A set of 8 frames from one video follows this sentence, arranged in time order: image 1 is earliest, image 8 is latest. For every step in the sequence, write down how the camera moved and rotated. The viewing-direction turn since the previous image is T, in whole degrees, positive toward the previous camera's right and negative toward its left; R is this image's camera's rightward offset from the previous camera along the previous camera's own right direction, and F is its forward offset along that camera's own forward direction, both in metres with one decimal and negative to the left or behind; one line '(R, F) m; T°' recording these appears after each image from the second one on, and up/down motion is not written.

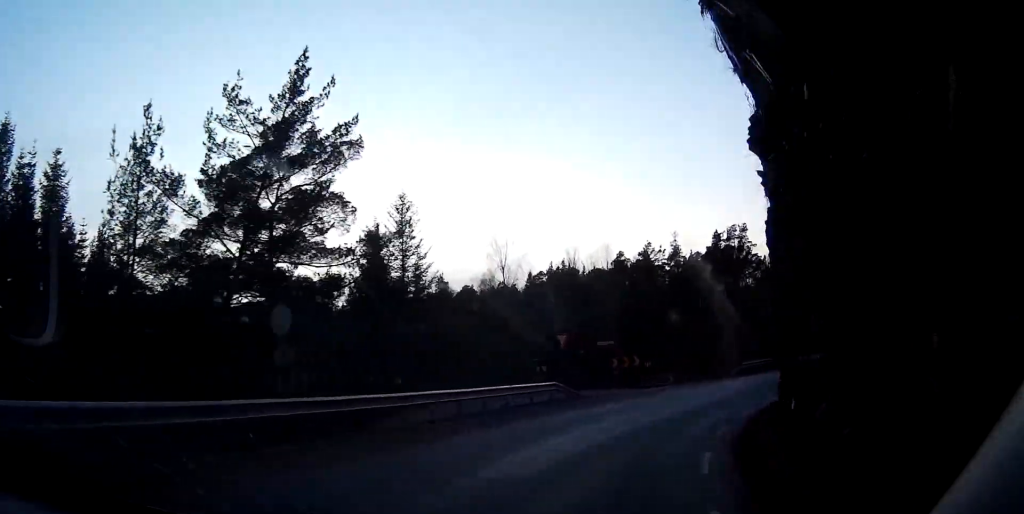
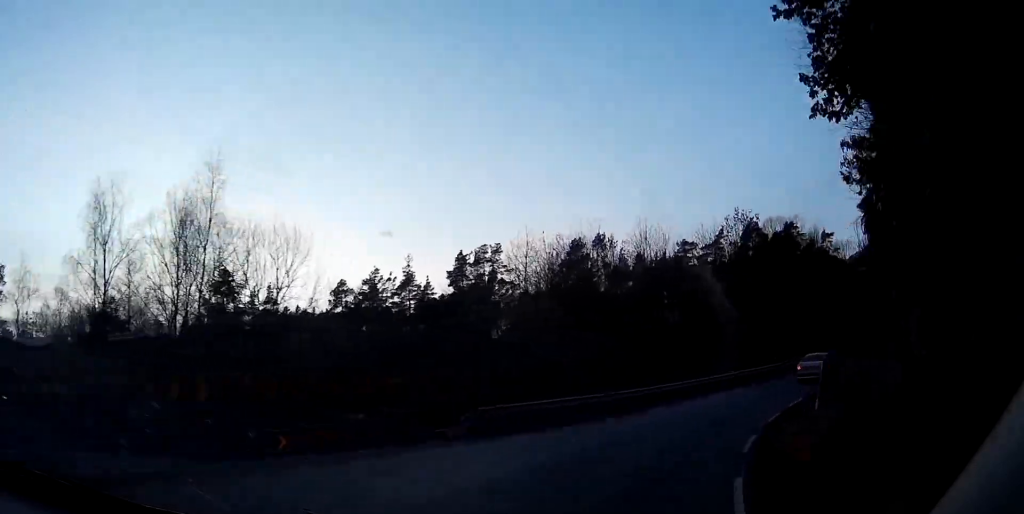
(+3.2, +25.9) m; +17°
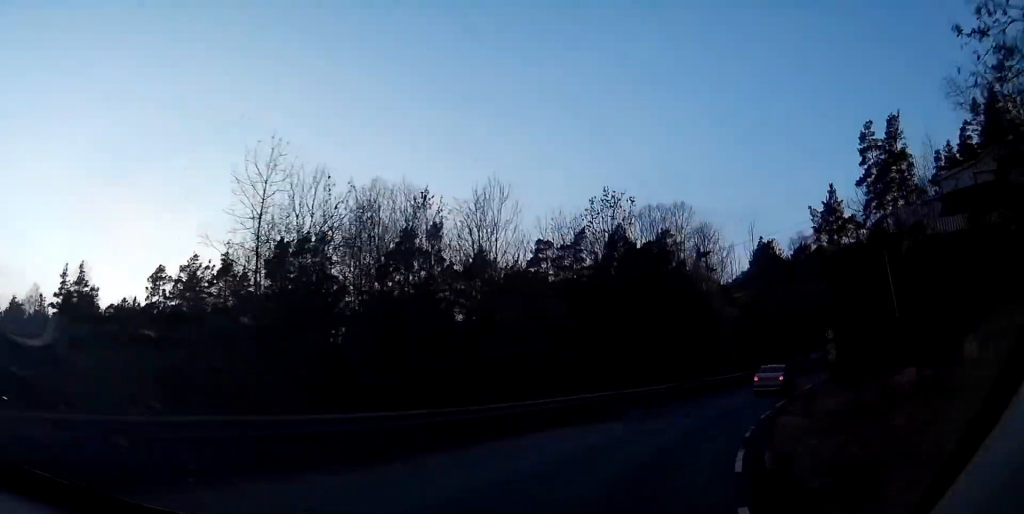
(+1.0, +12.9) m; +8°
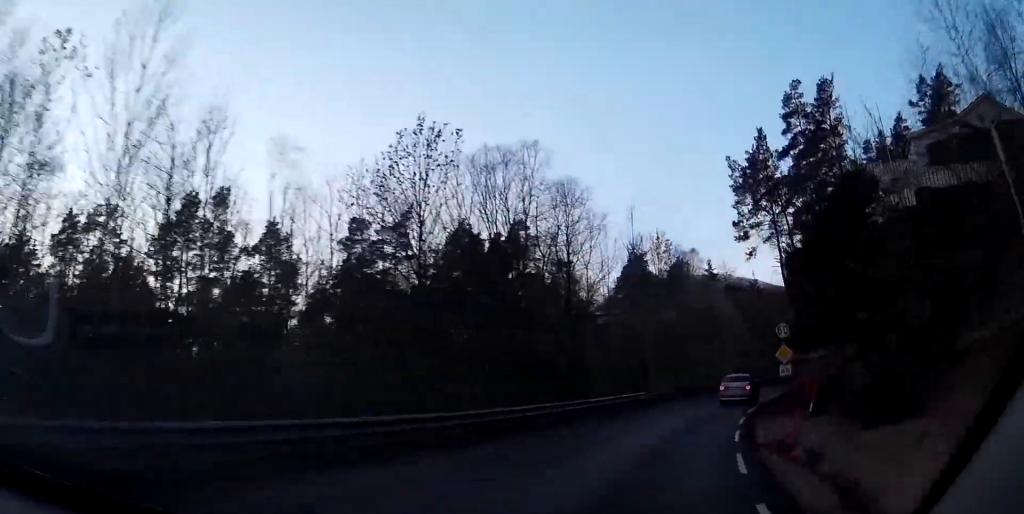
(+1.3, +15.8) m; +9°
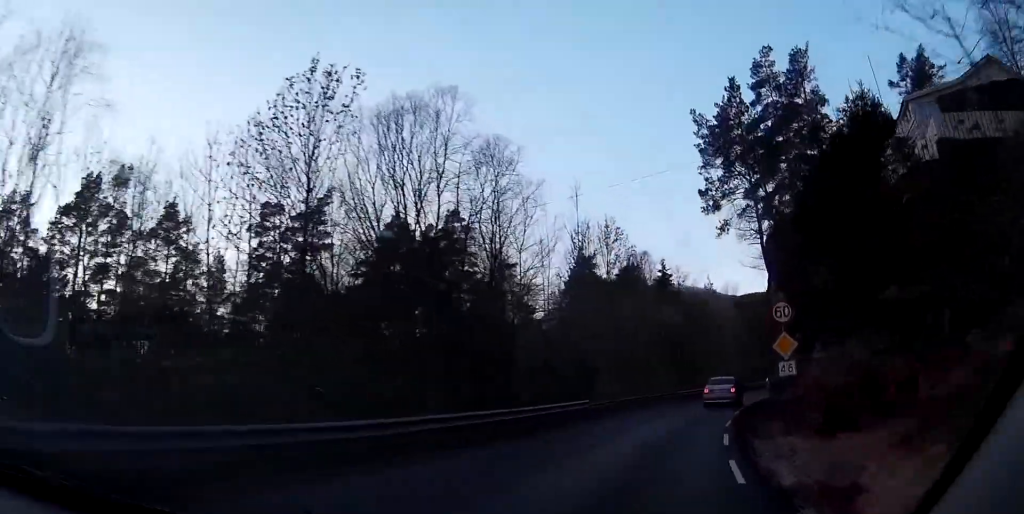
(+0.4, +6.6) m; +4°
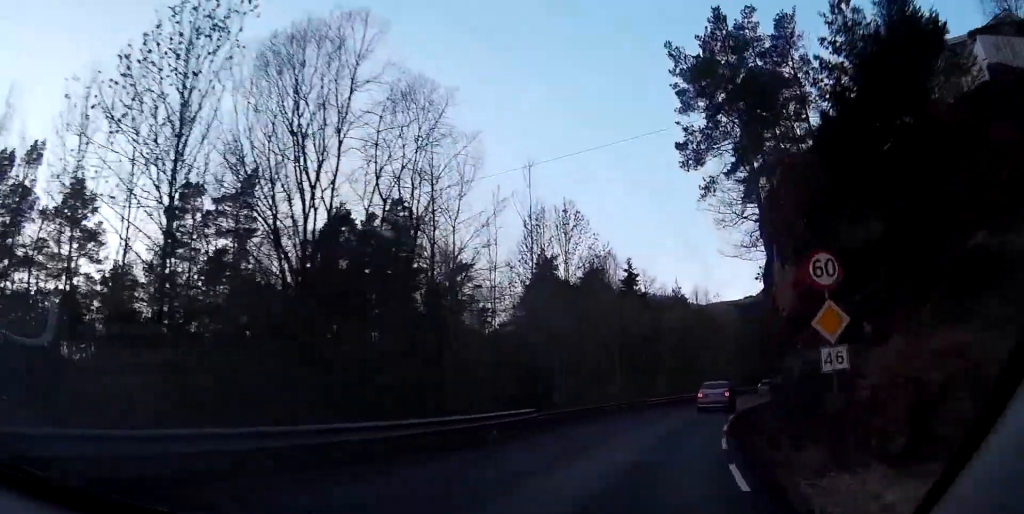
(0.0, +6.1) m; +3°
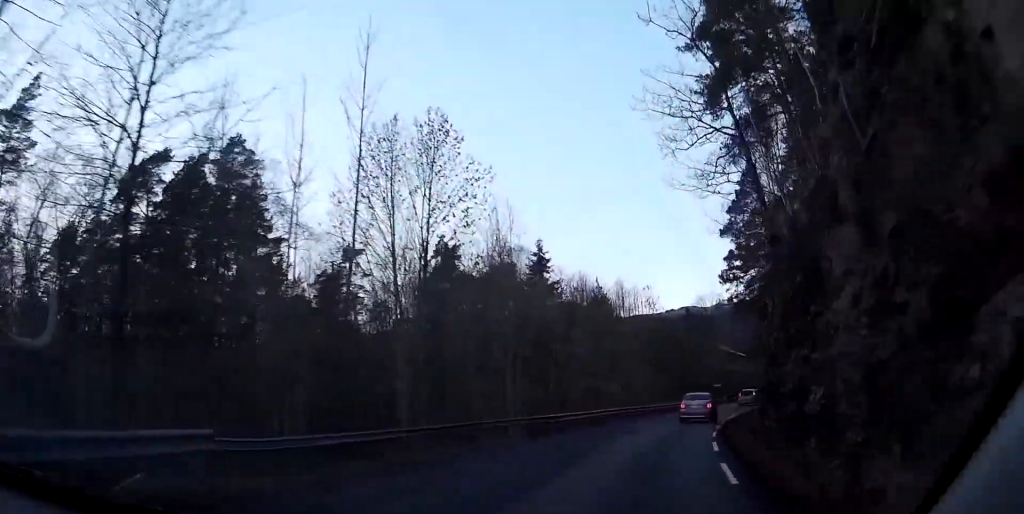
(+1.1, +14.4) m; +6°
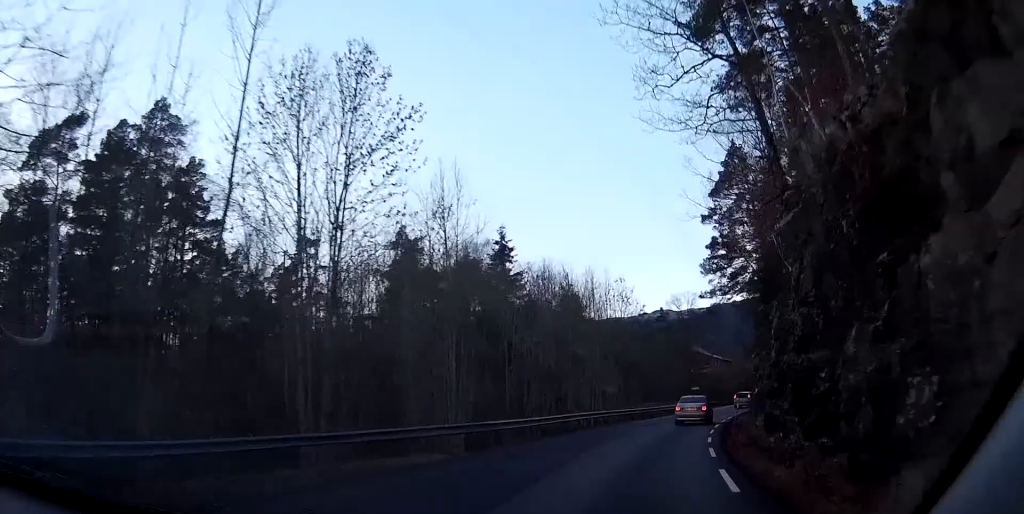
(+0.1, +5.7) m; +2°
